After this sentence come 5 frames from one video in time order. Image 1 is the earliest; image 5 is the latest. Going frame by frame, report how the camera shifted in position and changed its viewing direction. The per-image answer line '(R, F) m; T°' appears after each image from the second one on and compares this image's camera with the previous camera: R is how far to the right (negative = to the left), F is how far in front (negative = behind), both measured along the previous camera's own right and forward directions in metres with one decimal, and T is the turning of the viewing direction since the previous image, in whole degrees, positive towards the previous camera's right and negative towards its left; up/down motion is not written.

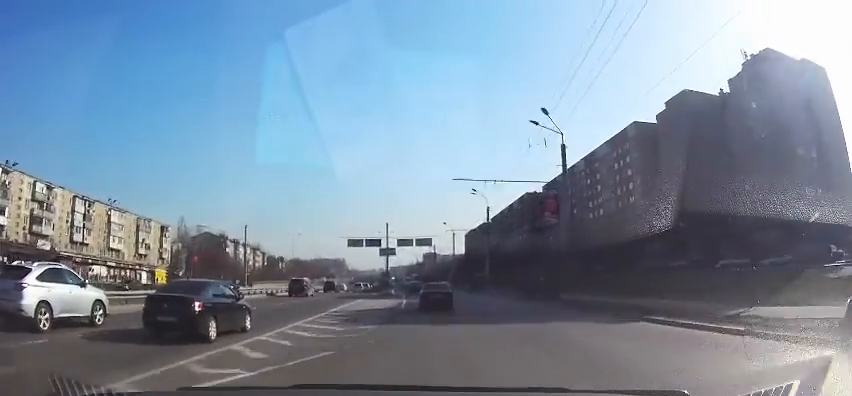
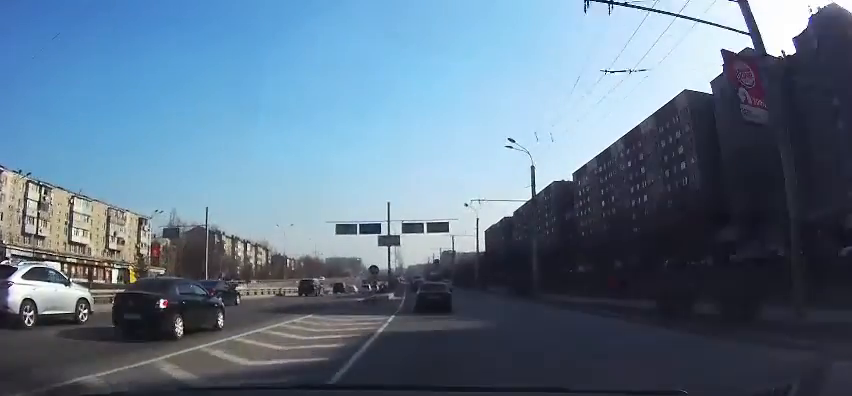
(0.0, +19.3) m; -1°
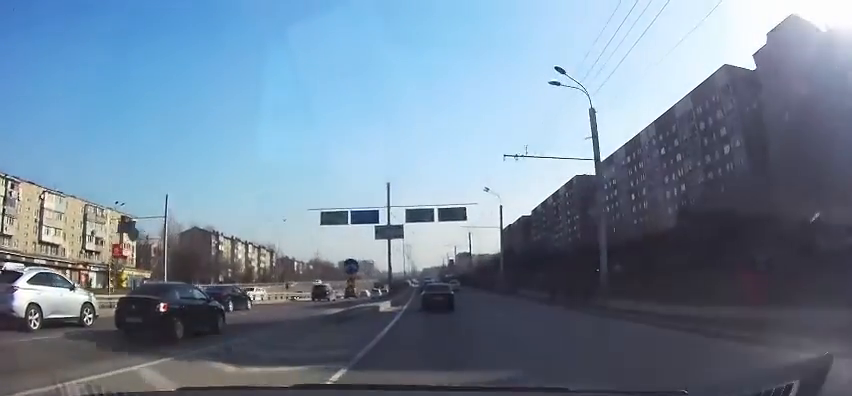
(-0.2, +13.0) m; -2°
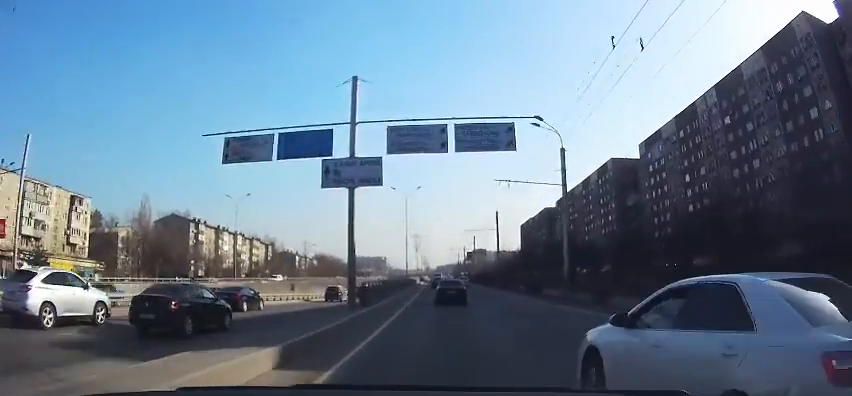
(-0.5, +22.8) m; -2°
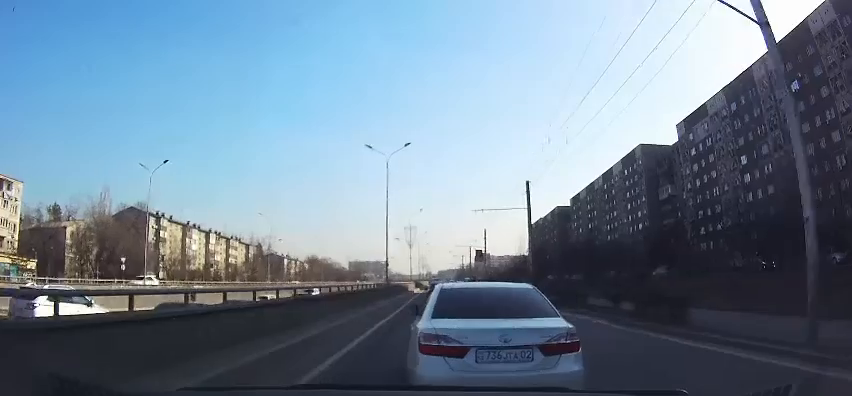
(-0.1, +20.5) m; 0°
